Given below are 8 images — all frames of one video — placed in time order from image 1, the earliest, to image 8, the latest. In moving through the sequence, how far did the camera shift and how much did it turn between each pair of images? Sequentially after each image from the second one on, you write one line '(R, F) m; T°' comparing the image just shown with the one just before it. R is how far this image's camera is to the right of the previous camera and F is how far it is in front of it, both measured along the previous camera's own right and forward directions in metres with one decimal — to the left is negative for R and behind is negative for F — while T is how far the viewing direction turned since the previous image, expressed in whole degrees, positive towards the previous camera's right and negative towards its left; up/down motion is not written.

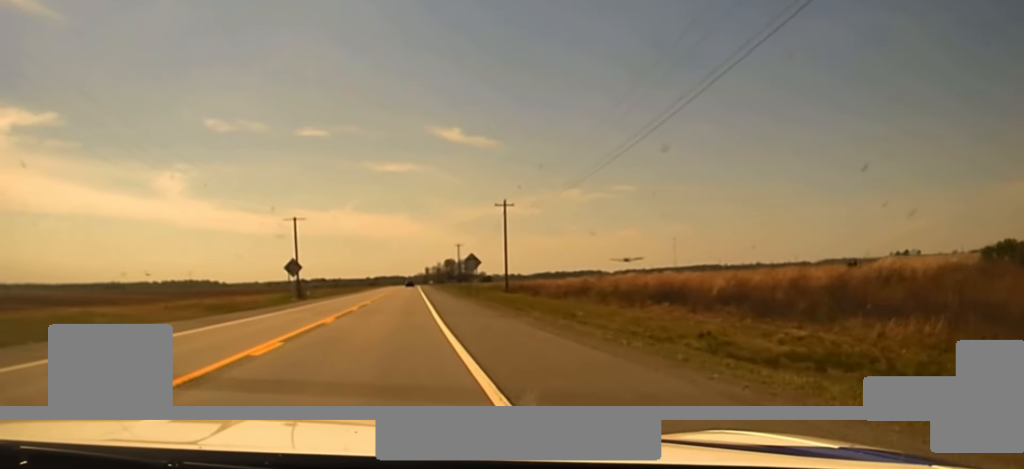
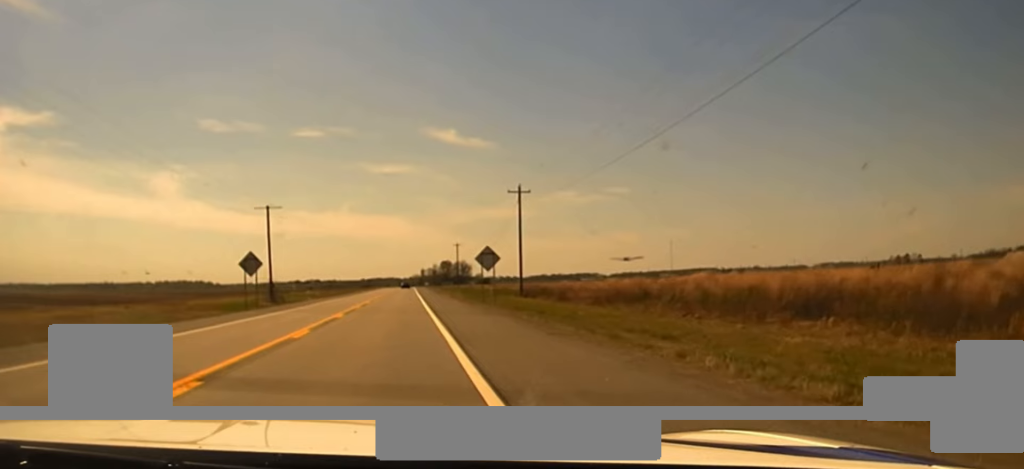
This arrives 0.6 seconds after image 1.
(-0.4, +18.2) m; 0°
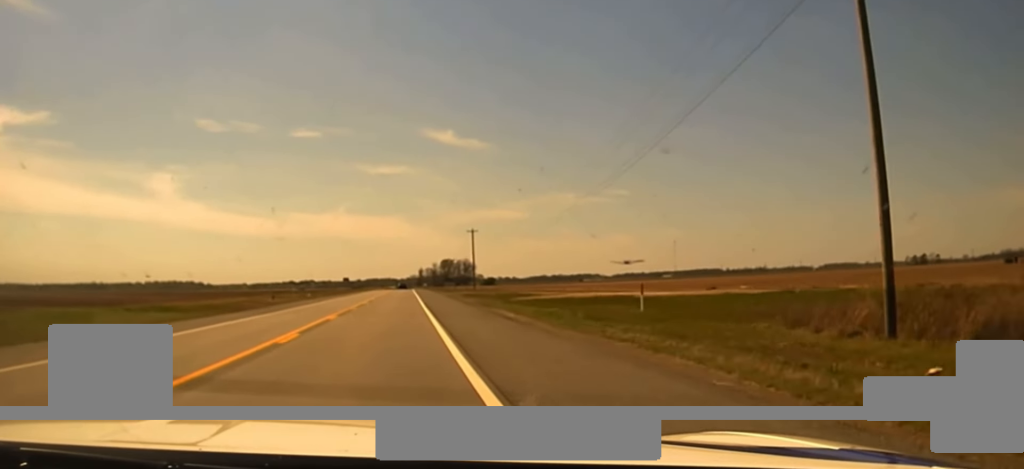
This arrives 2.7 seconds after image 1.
(+0.8, +71.1) m; +1°
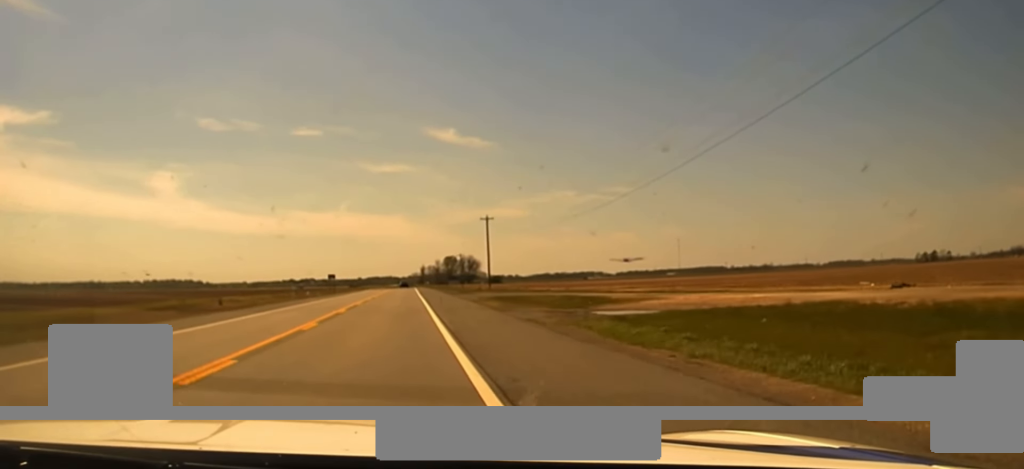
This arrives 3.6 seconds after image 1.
(0.0, +32.2) m; 0°
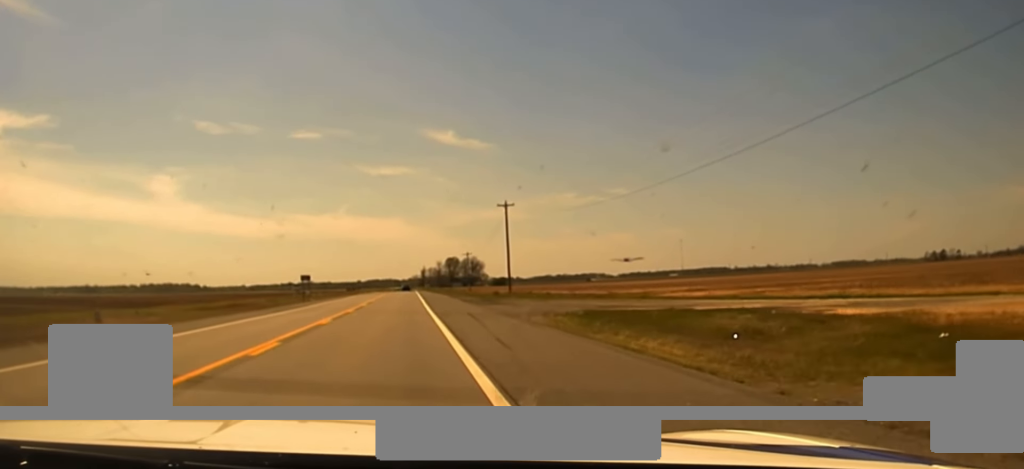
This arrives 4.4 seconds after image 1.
(0.0, +31.1) m; -1°
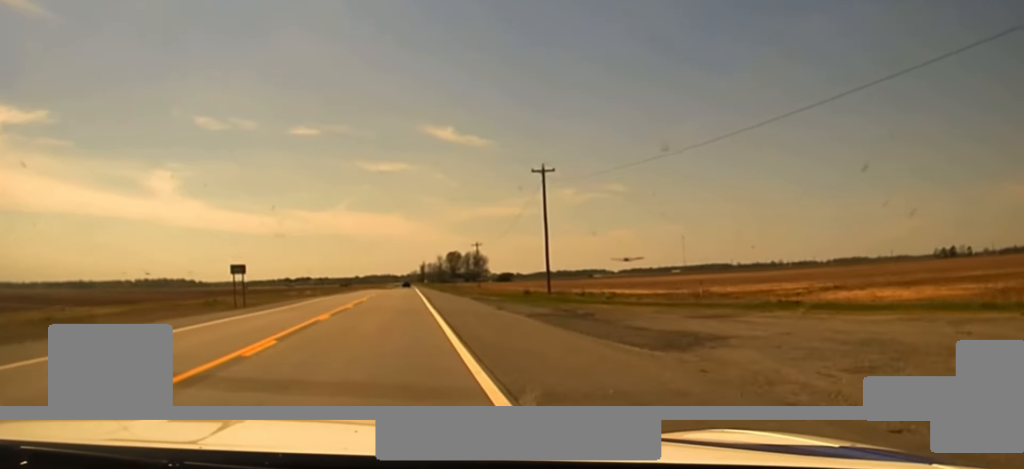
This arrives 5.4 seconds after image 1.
(-0.4, +36.5) m; 0°
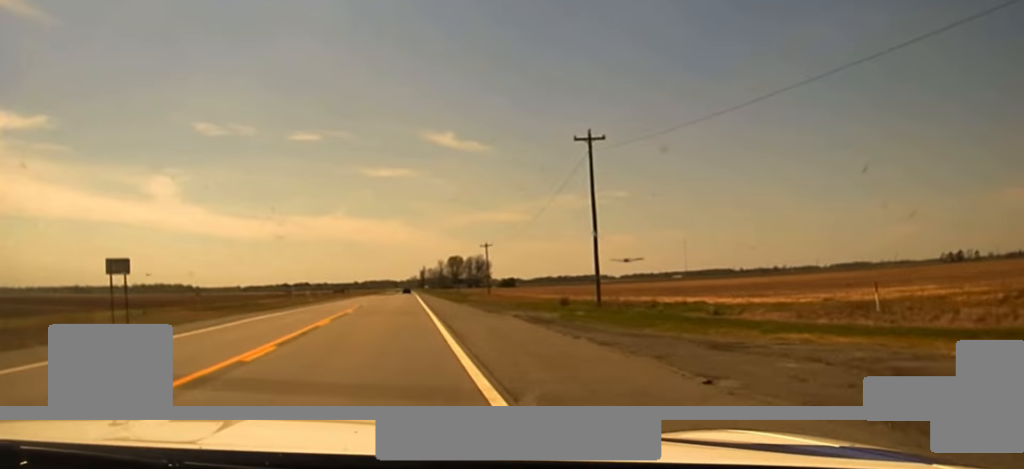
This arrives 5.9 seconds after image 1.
(-0.1, +23.0) m; 0°
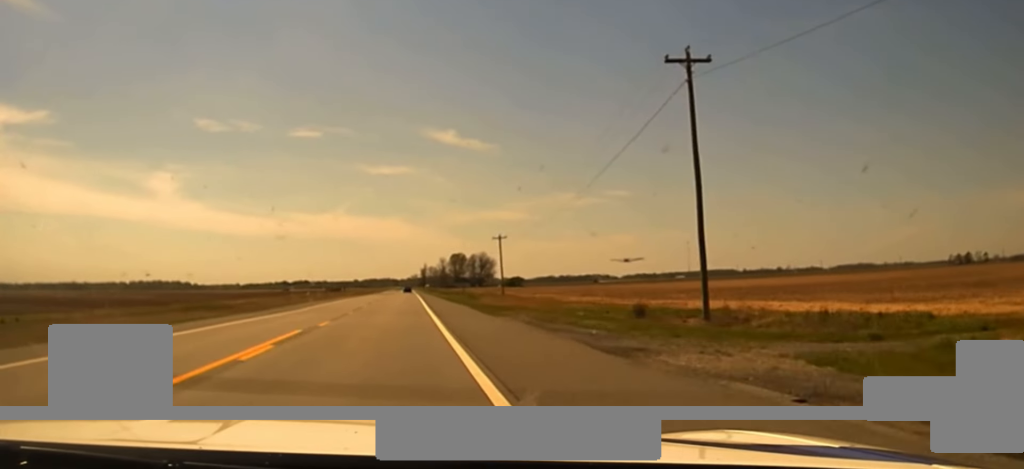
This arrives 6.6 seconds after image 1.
(+0.2, +25.1) m; 0°
